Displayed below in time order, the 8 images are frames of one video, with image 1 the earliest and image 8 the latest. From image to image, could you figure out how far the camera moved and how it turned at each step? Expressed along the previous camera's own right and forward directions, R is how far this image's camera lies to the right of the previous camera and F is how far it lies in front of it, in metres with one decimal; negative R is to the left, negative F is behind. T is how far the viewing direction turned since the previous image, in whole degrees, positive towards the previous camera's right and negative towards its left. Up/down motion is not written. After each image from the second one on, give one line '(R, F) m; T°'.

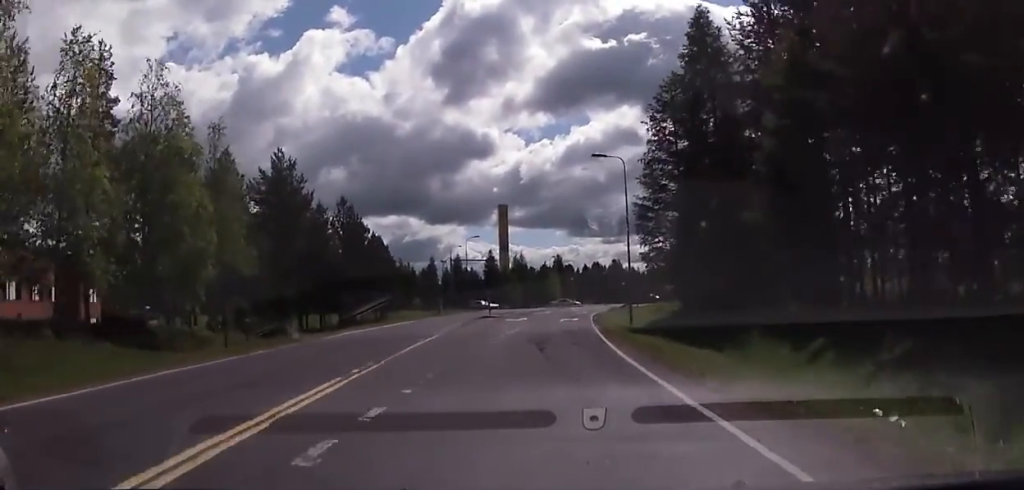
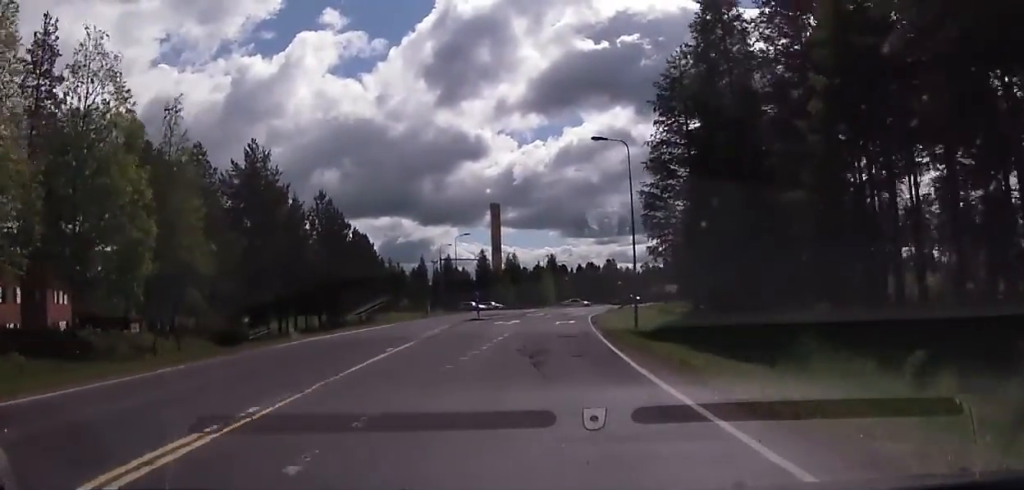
(0.0, +4.4) m; 0°
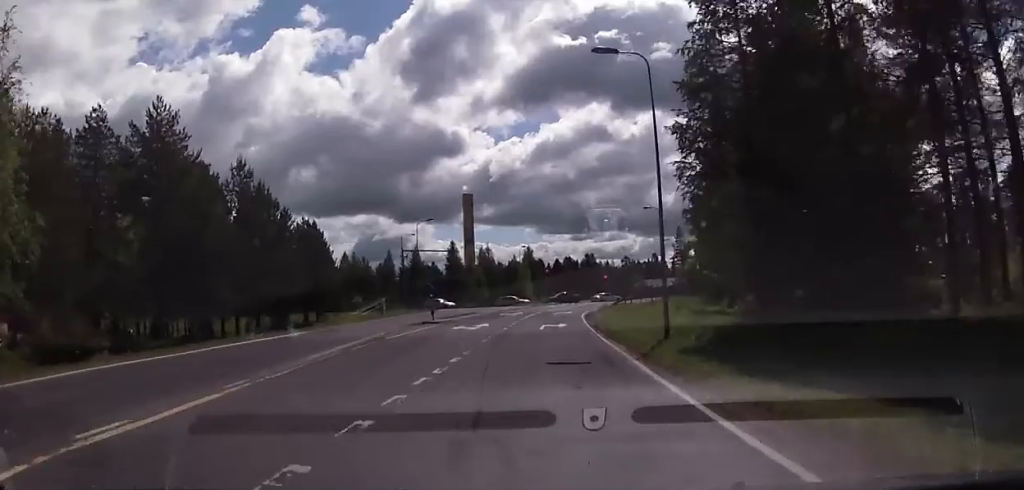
(0.0, +12.5) m; 0°
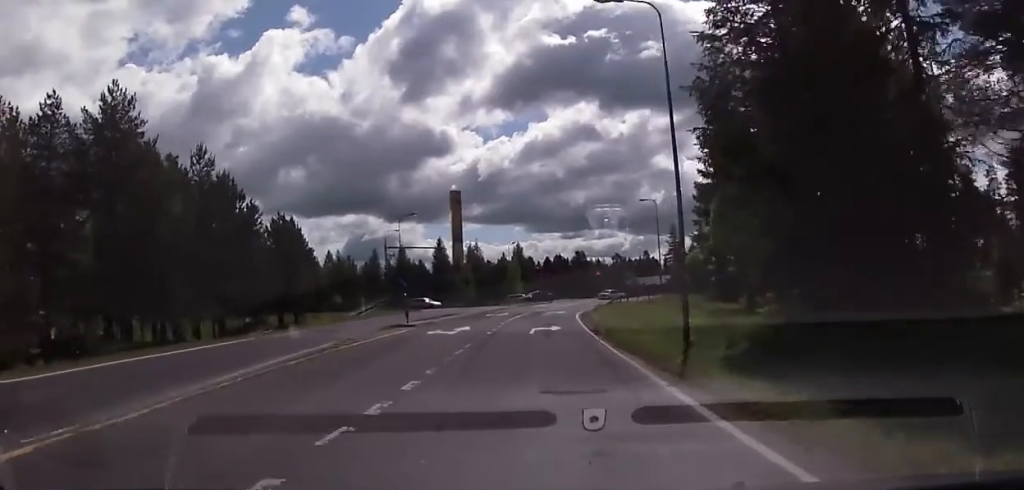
(0.0, +4.5) m; 0°
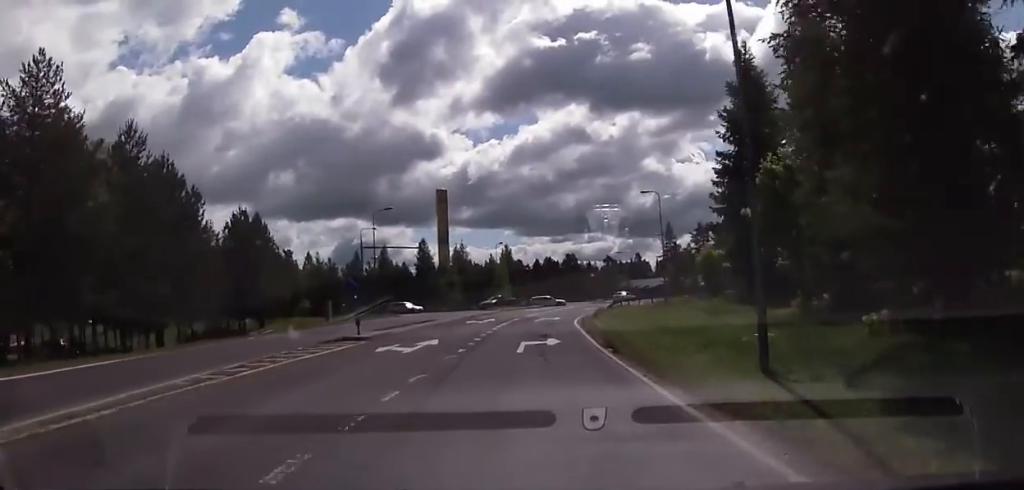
(0.0, +7.2) m; 0°
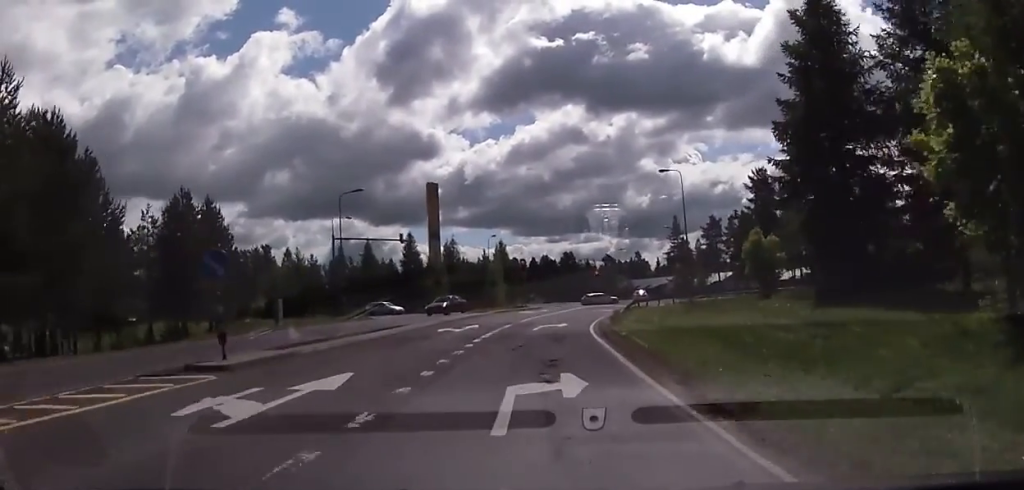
(0.0, +10.7) m; 0°
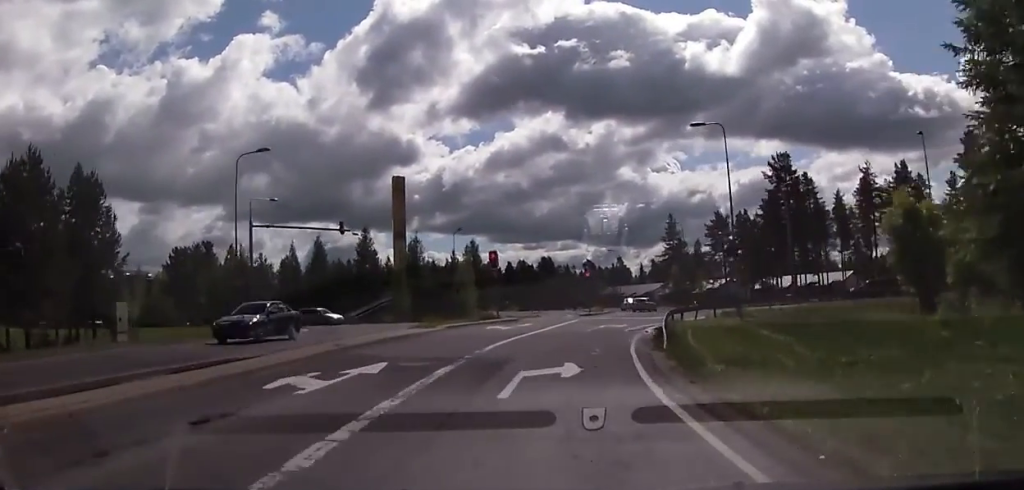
(0.0, +16.5) m; 0°
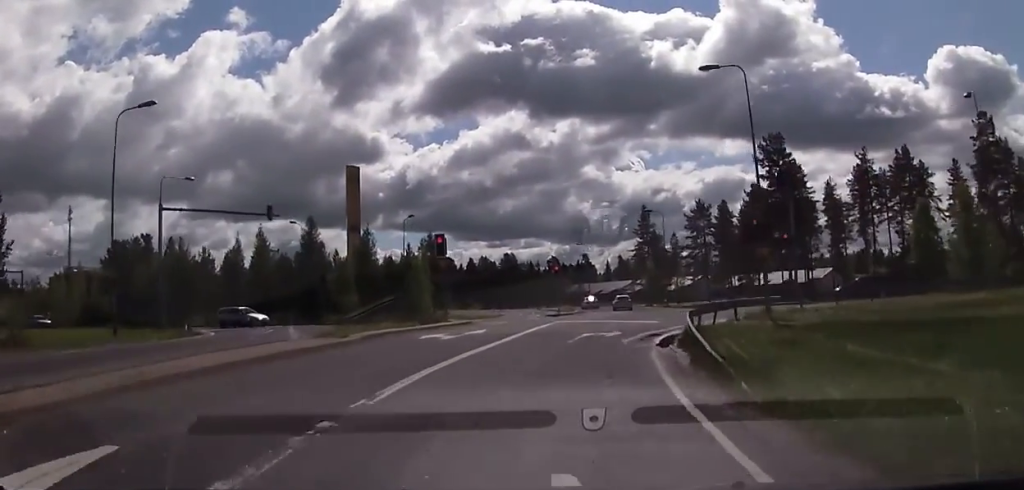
(0.0, +8.8) m; 0°
